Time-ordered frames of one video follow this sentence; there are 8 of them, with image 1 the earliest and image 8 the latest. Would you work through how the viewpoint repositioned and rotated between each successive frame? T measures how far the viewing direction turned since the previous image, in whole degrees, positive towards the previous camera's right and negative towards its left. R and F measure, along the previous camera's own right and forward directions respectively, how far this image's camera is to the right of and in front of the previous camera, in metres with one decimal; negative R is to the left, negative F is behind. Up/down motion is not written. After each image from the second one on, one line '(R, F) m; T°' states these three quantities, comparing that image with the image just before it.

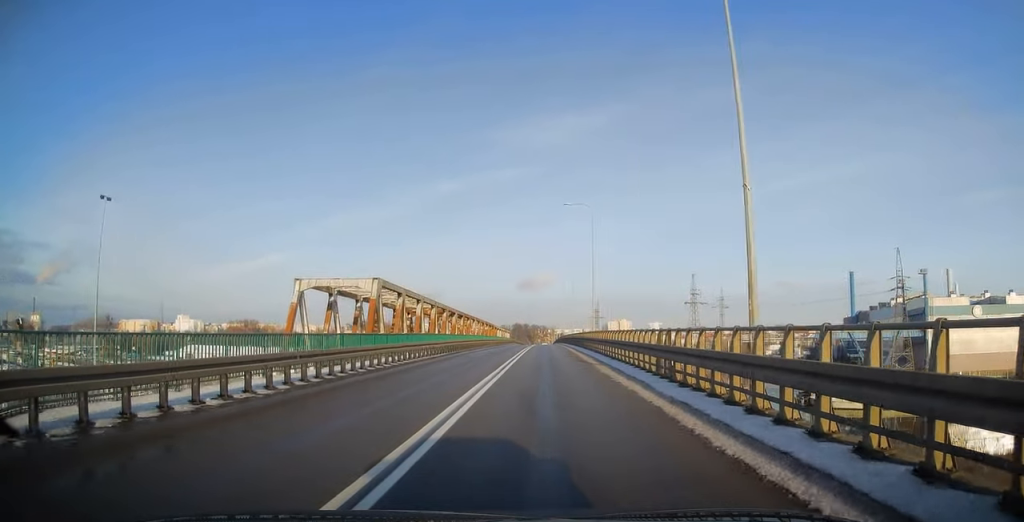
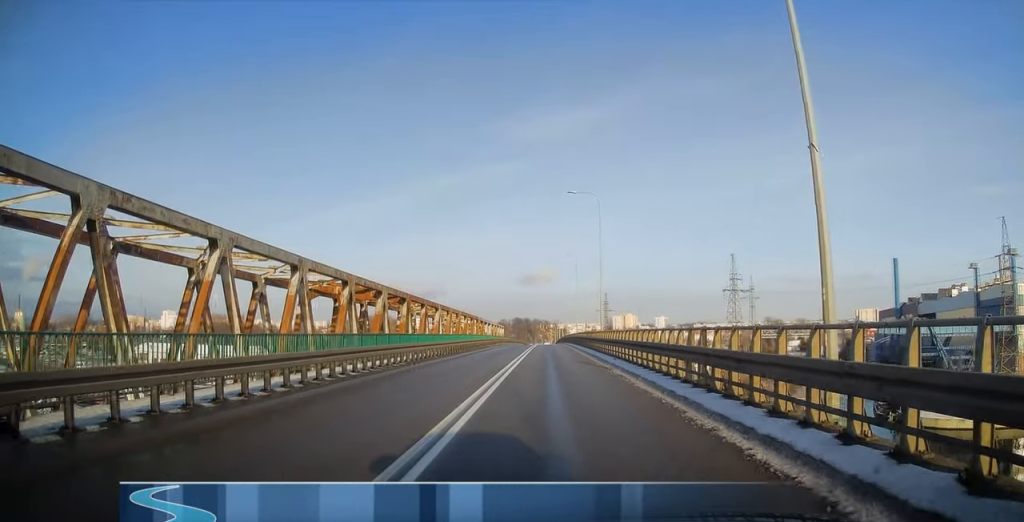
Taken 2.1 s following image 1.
(0.0, +34.4) m; 0°
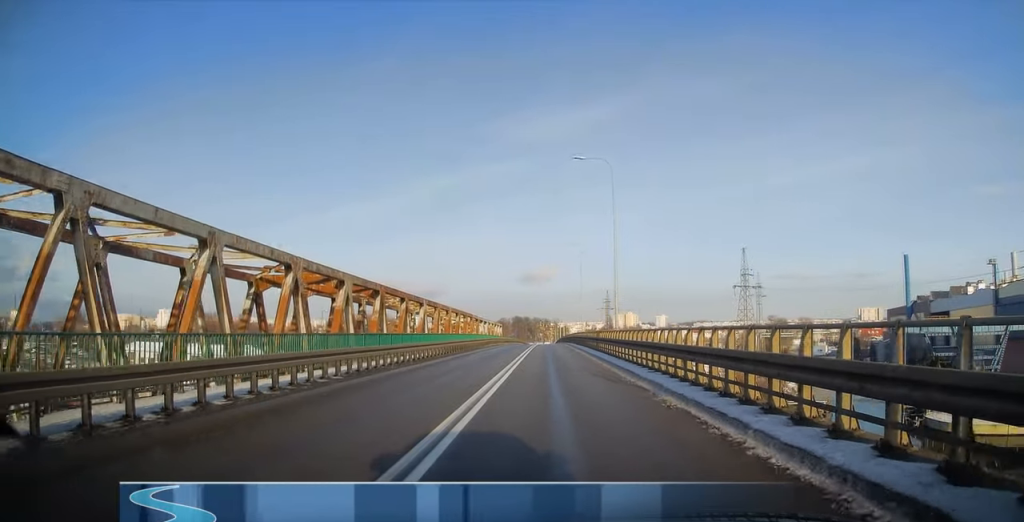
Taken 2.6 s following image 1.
(0.0, +7.7) m; 0°
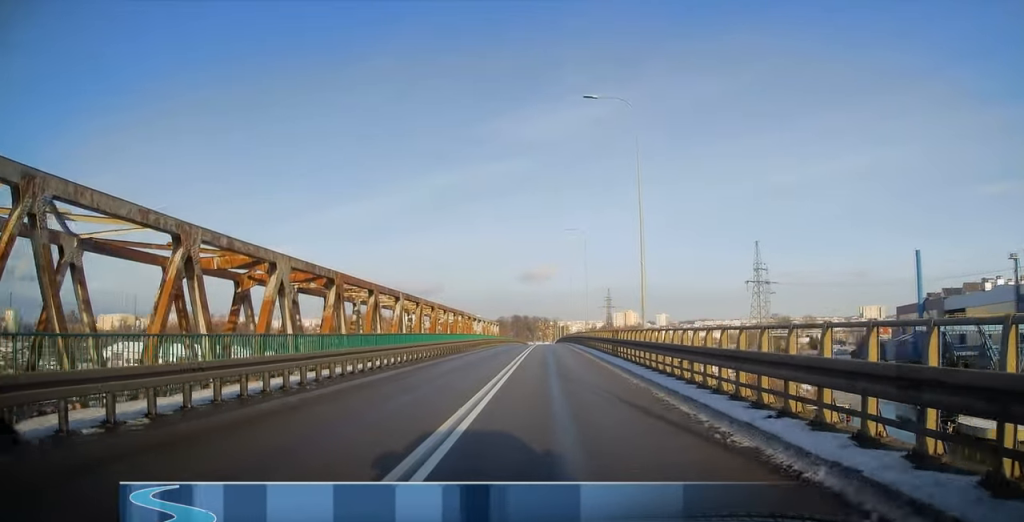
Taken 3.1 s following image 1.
(0.0, +8.5) m; 0°
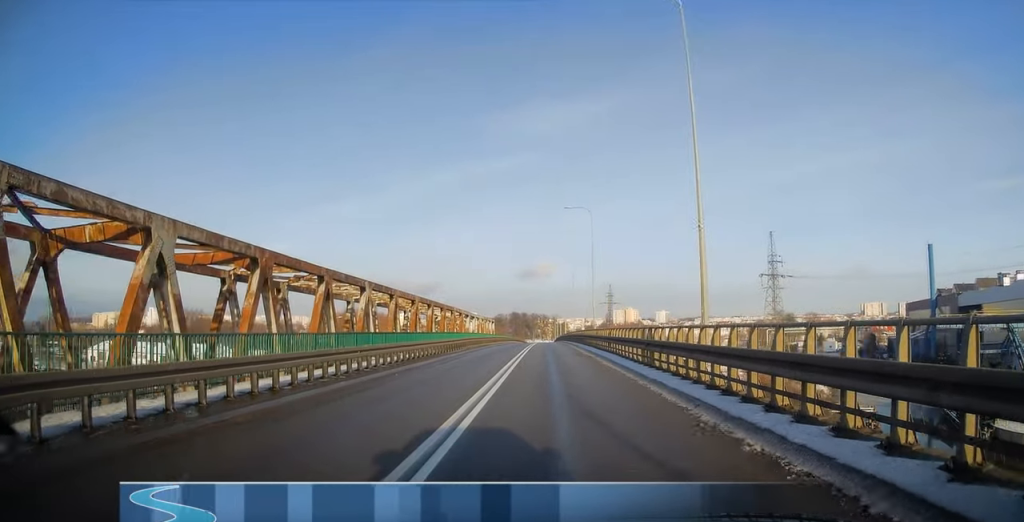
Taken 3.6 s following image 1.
(0.0, +8.5) m; 0°
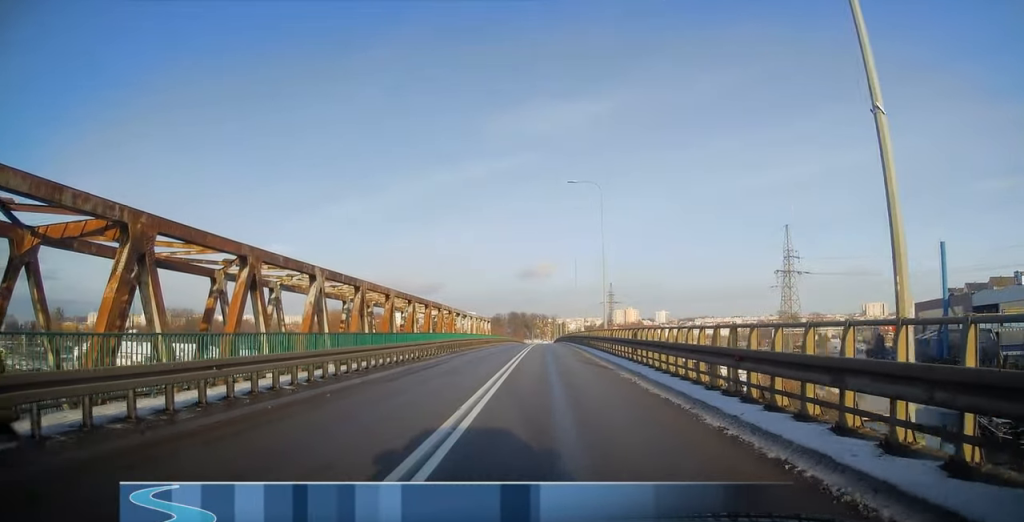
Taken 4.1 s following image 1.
(0.0, +8.0) m; 0°
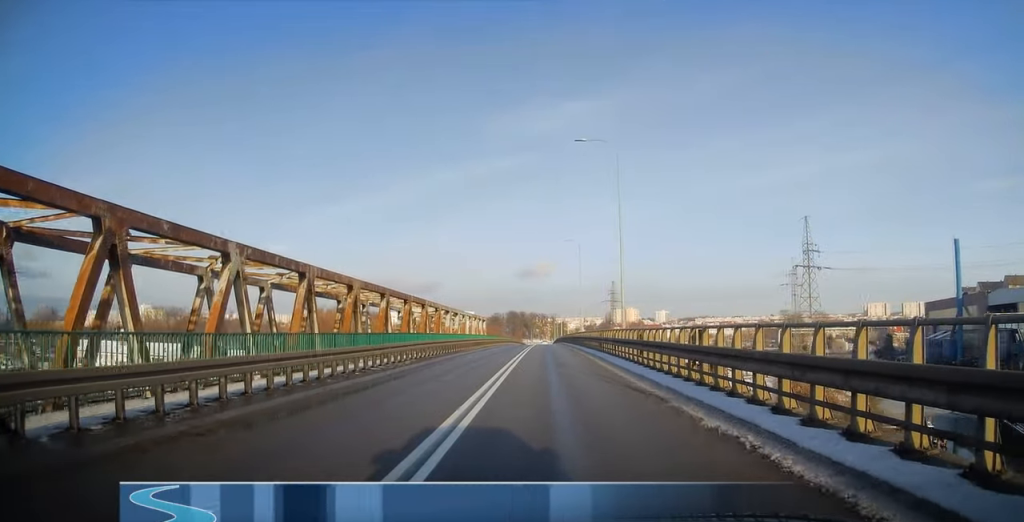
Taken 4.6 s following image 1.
(0.0, +8.2) m; 0°
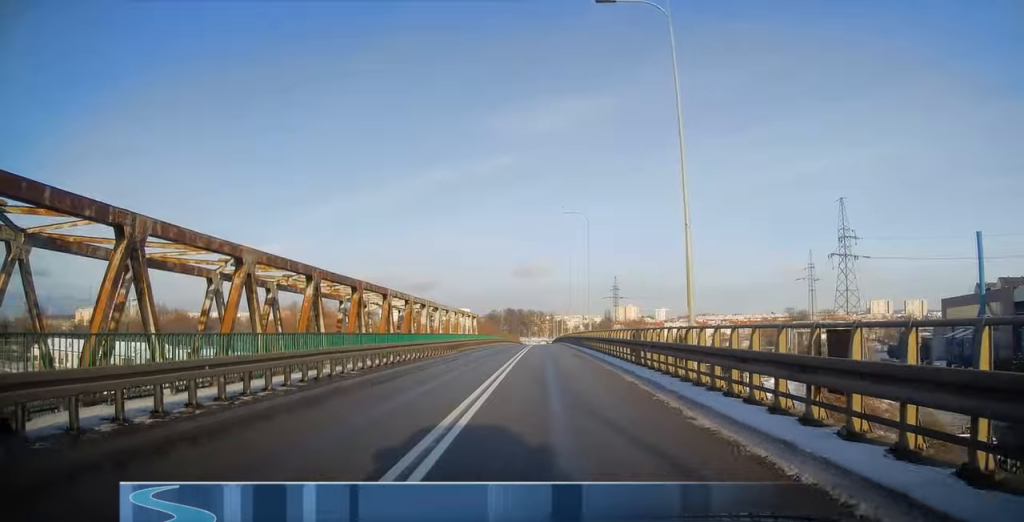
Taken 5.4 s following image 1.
(0.0, +12.9) m; -1°
